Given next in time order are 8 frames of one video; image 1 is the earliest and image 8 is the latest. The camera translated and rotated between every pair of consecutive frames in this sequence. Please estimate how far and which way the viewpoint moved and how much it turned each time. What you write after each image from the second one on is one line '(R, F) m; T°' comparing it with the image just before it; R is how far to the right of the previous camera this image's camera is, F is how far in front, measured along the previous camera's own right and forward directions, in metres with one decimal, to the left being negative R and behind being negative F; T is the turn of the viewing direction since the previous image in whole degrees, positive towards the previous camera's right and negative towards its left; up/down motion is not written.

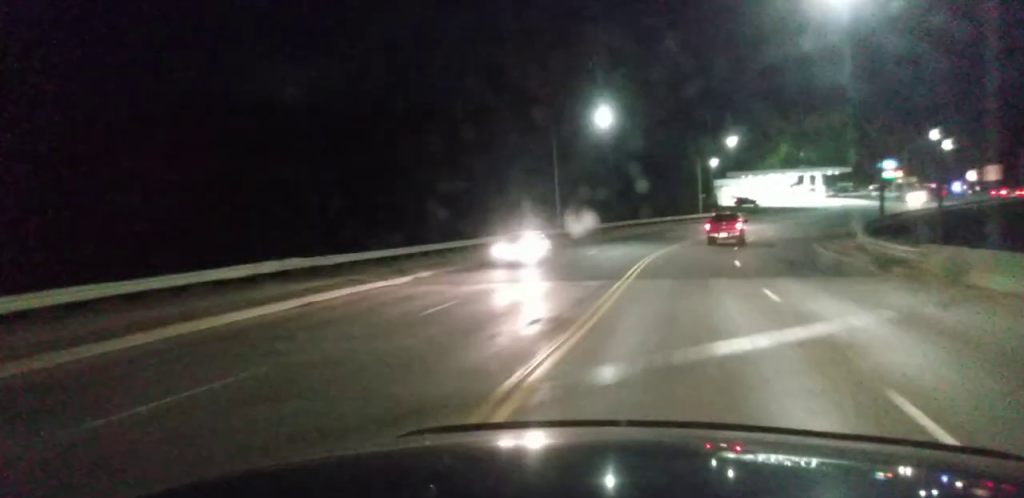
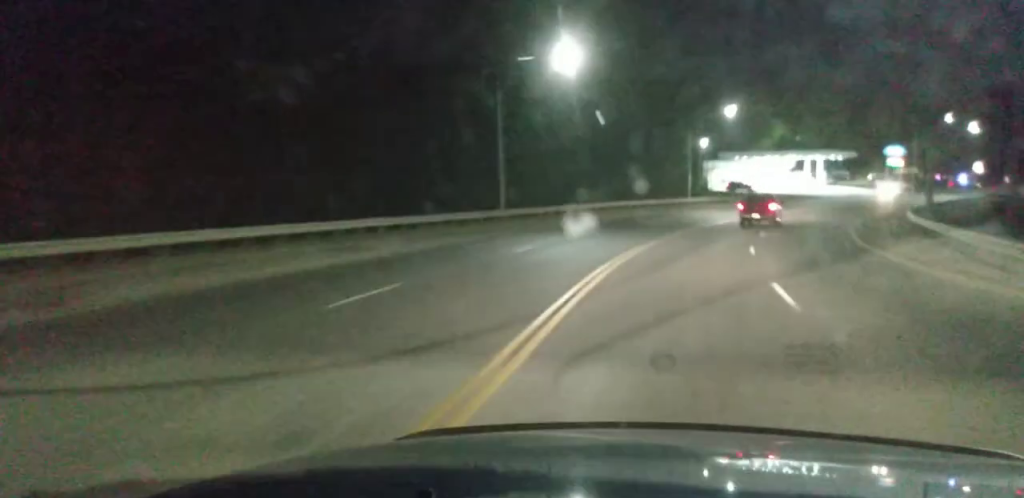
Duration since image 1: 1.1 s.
(+0.3, +14.3) m; +4°
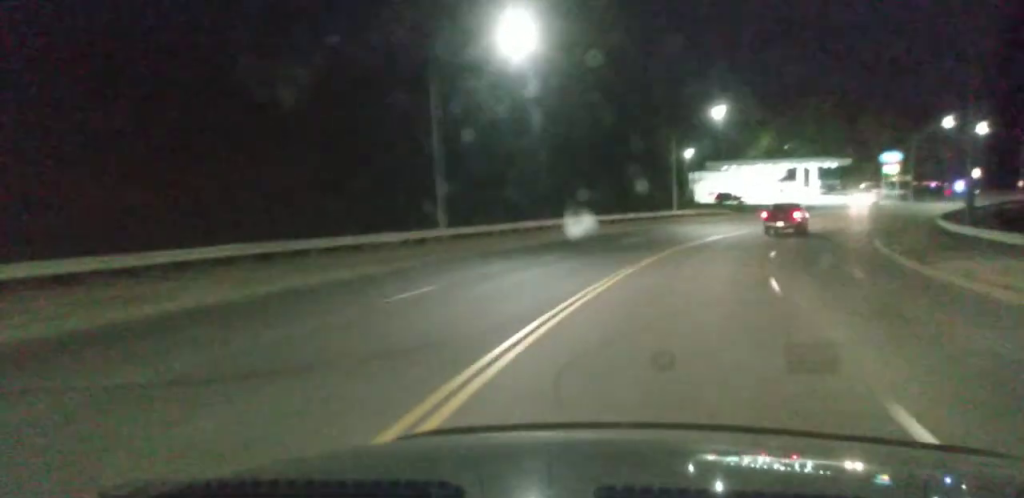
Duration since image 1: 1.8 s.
(+0.2, +8.2) m; +3°
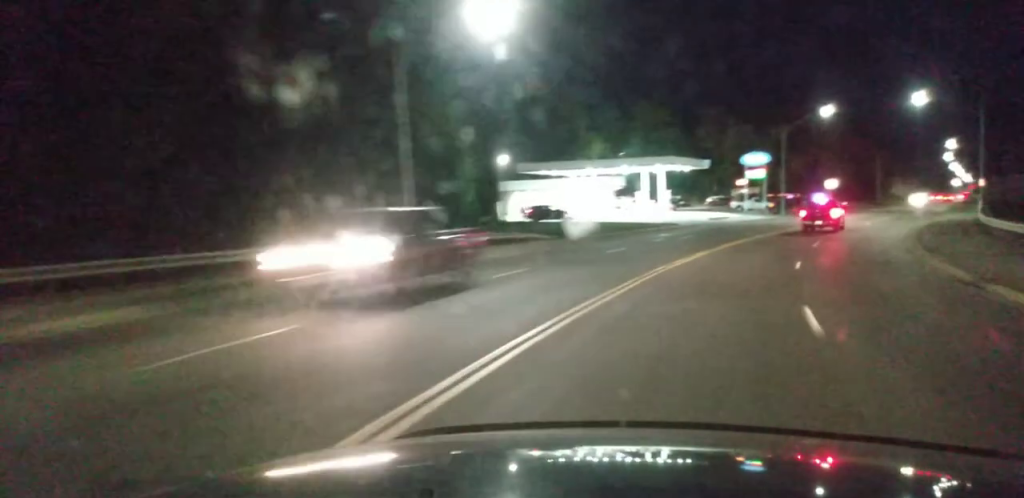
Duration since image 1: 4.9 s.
(+3.4, +42.0) m; +11°
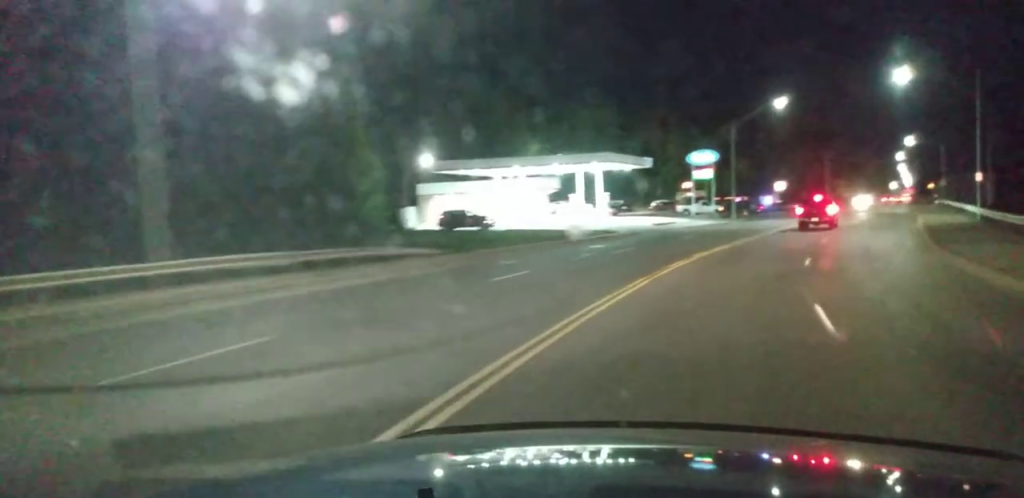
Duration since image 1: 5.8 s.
(+0.5, +11.8) m; +5°
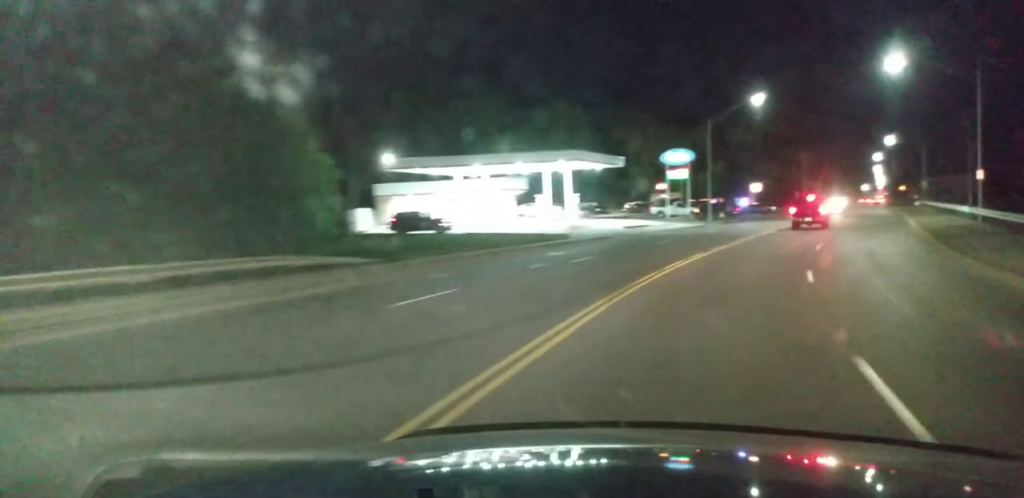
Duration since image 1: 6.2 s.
(0.0, +5.0) m; +2°
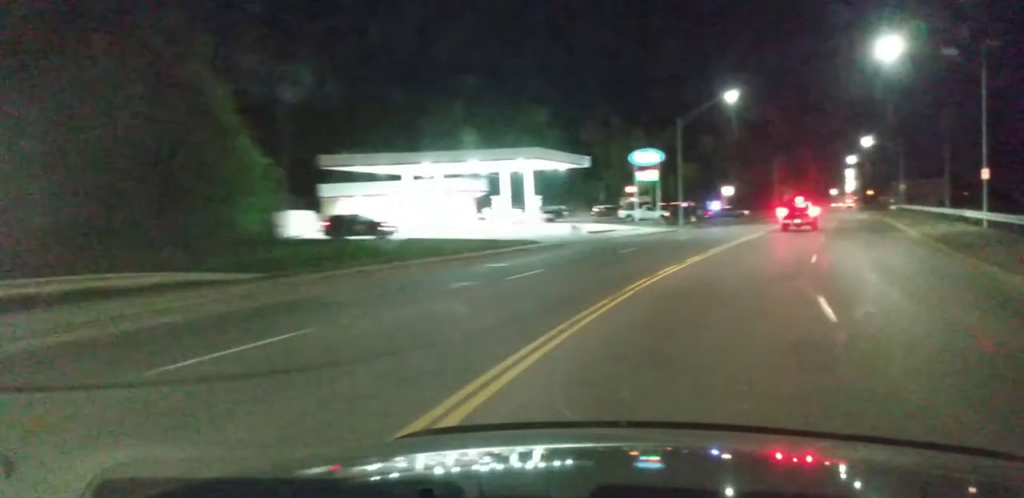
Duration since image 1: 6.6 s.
(+0.2, +5.5) m; +2°
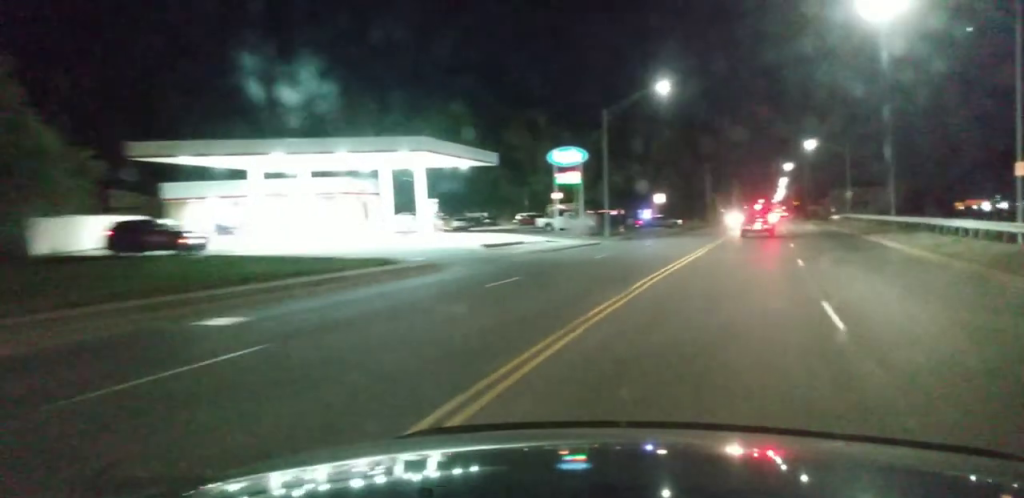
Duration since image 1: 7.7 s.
(+0.4, +12.4) m; +2°
